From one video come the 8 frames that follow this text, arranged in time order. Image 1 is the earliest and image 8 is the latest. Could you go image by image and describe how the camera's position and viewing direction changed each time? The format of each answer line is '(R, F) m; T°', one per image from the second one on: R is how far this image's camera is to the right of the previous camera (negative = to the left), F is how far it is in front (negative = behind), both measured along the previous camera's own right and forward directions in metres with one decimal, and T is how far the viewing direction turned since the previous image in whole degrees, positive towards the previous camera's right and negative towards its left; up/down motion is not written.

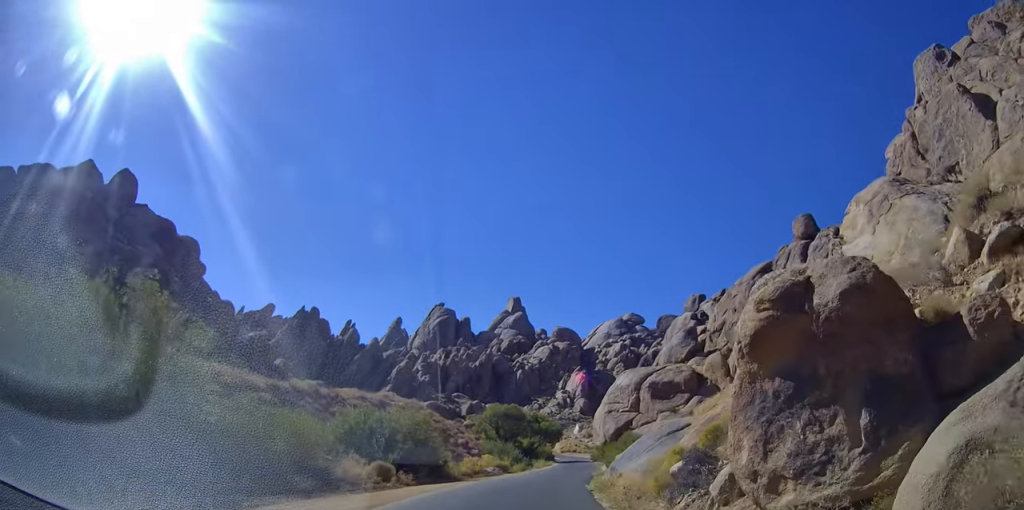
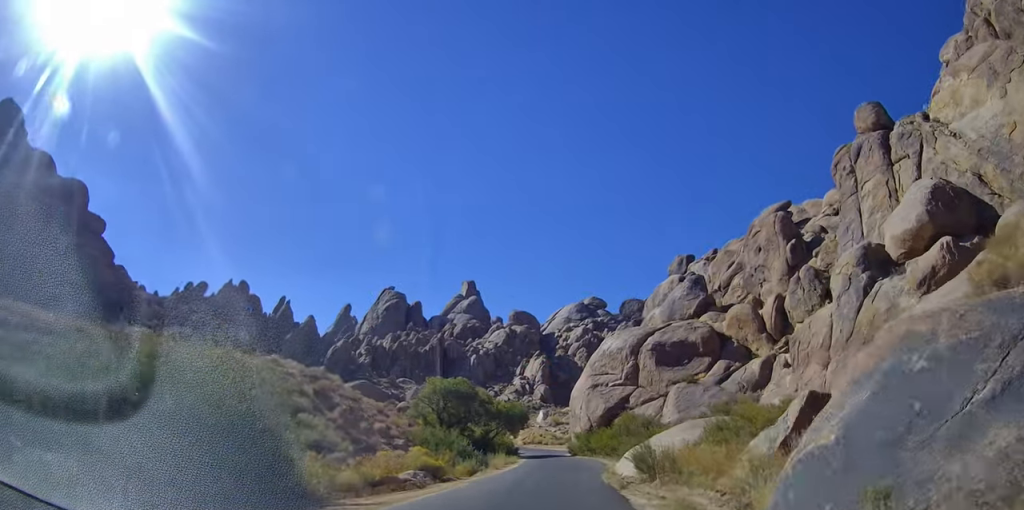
(-0.6, +20.7) m; +2°
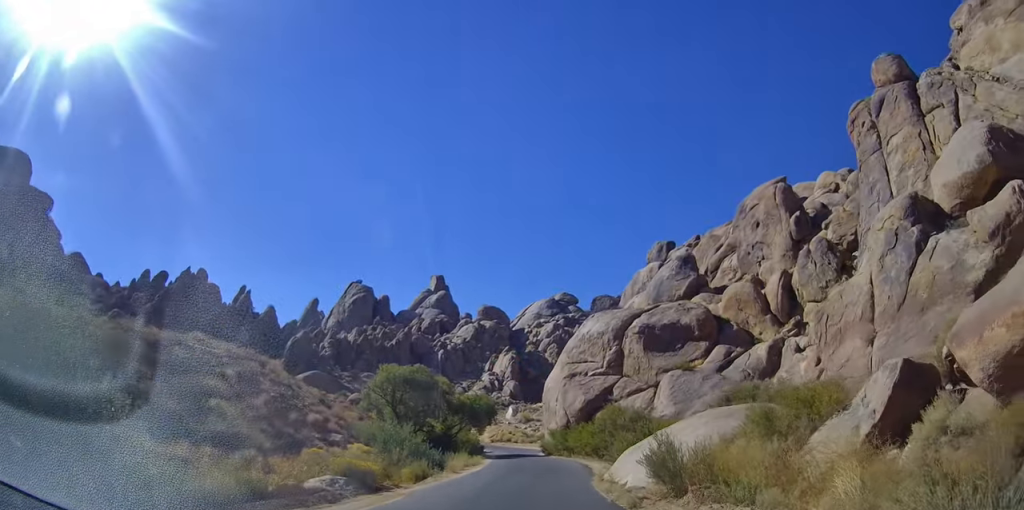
(+0.3, +7.0) m; +3°
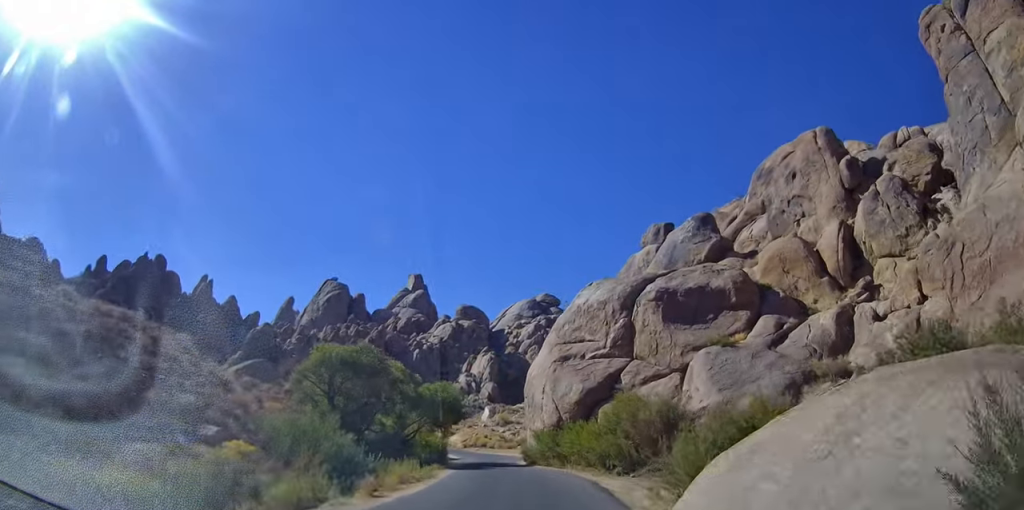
(-0.1, +11.2) m; +1°
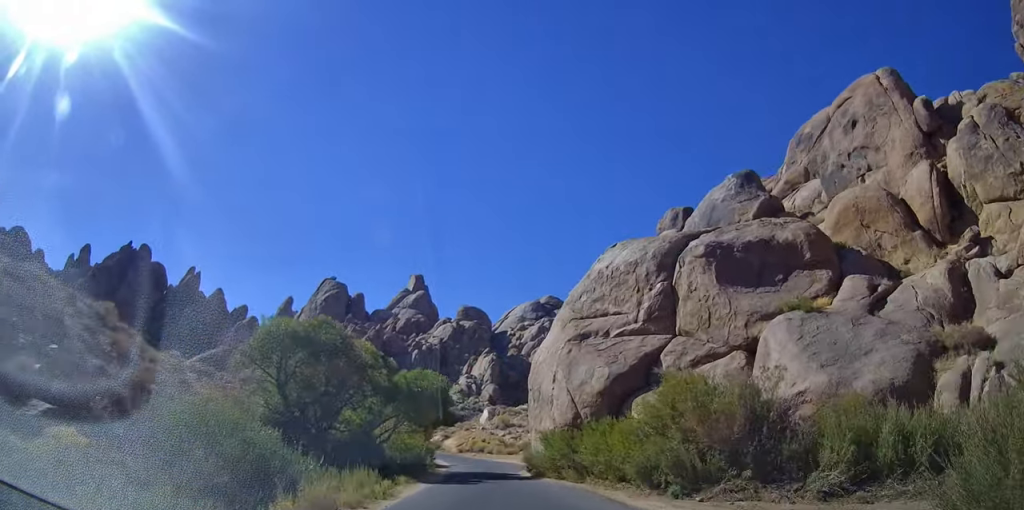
(+0.3, +8.2) m; +1°
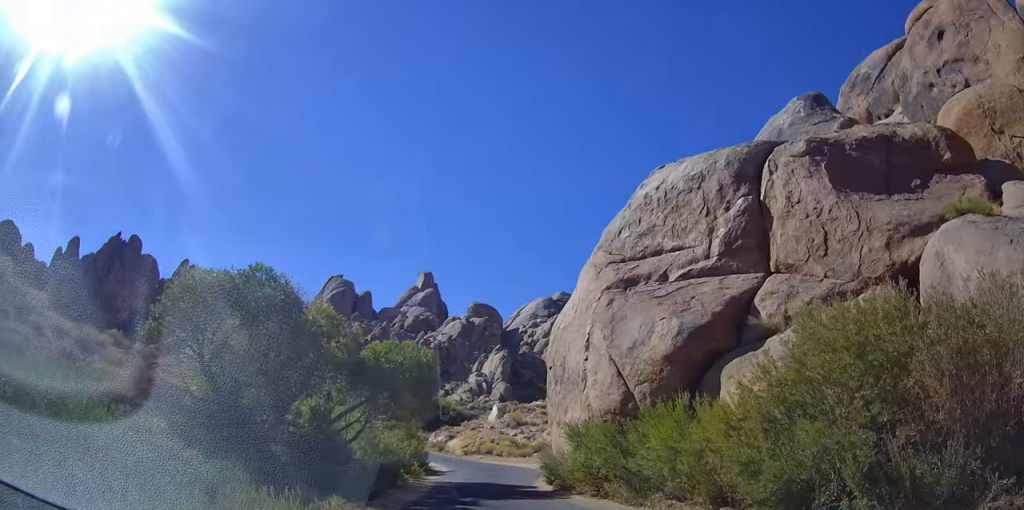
(0.0, +8.4) m; 0°
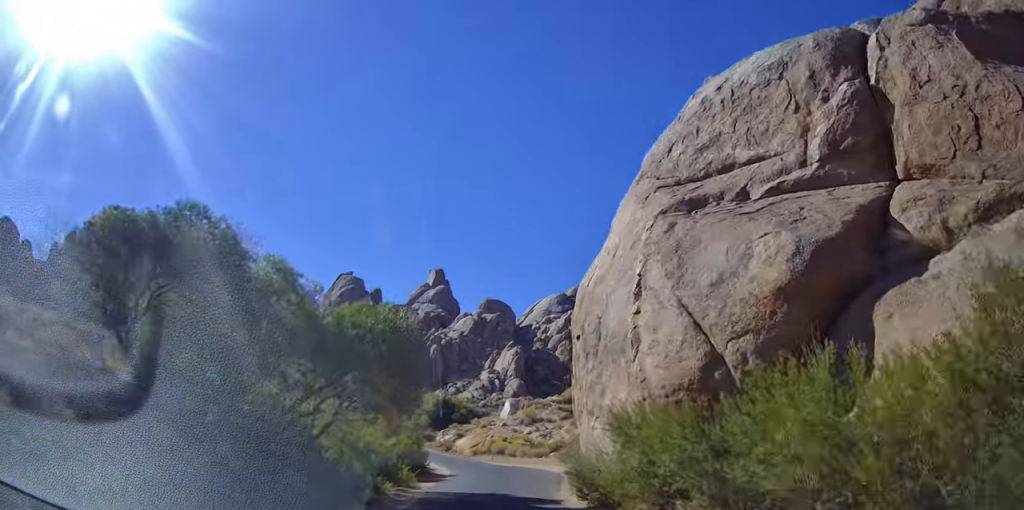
(0.0, +5.7) m; 0°
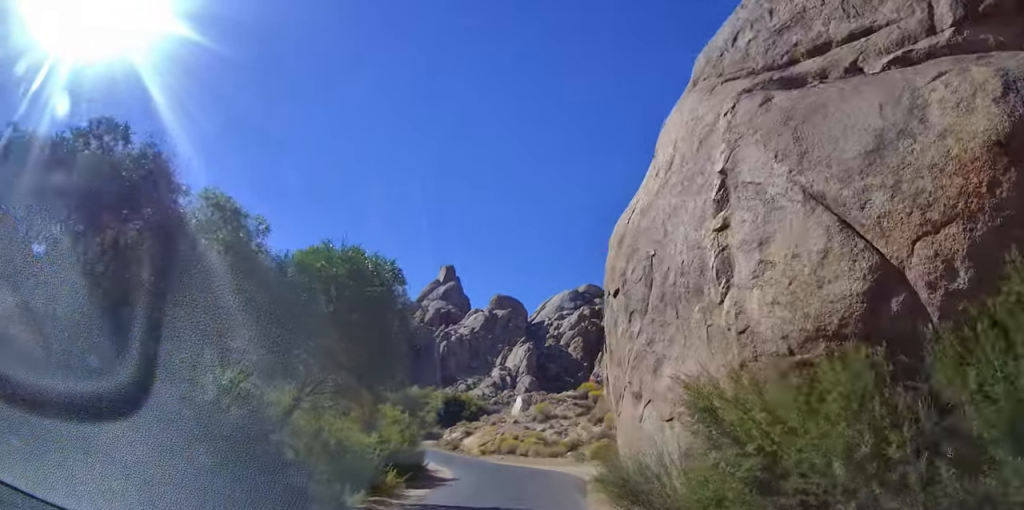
(0.0, +4.5) m; -1°
